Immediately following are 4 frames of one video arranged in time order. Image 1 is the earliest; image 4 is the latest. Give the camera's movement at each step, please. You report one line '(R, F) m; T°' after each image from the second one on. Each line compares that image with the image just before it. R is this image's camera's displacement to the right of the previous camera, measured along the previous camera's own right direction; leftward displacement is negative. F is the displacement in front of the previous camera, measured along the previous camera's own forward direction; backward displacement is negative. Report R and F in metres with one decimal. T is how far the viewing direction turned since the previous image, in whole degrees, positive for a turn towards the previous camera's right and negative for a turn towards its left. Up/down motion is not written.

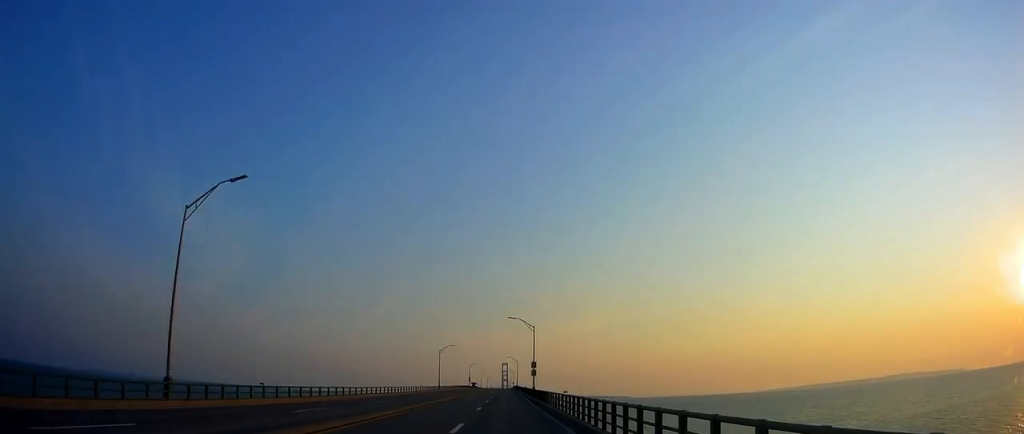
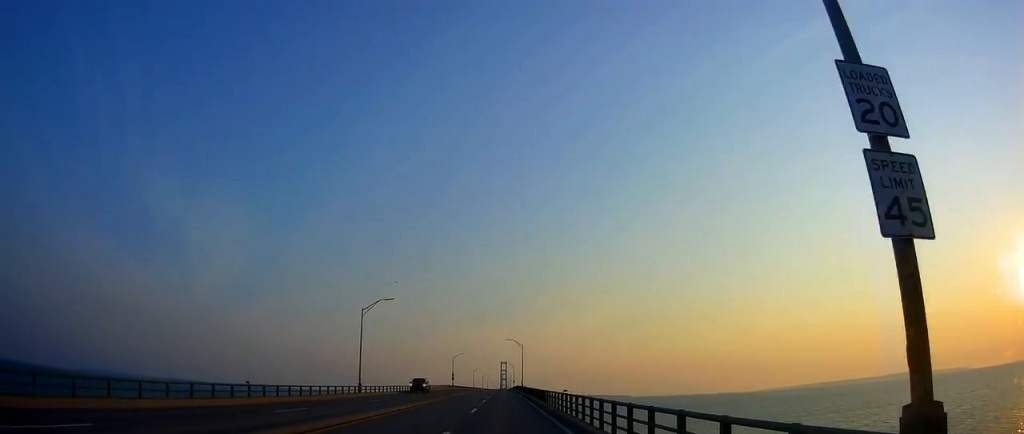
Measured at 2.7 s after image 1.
(-0.5, +64.1) m; 0°
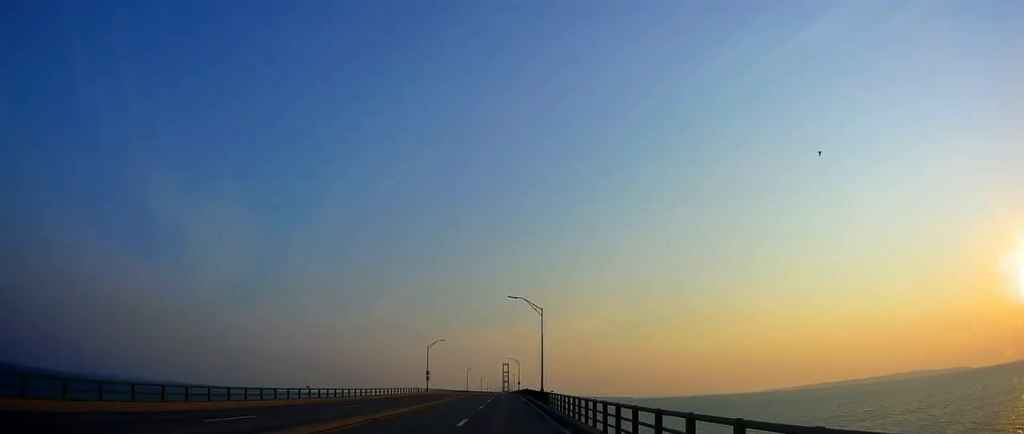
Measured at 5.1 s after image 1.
(-0.2, +52.2) m; 0°
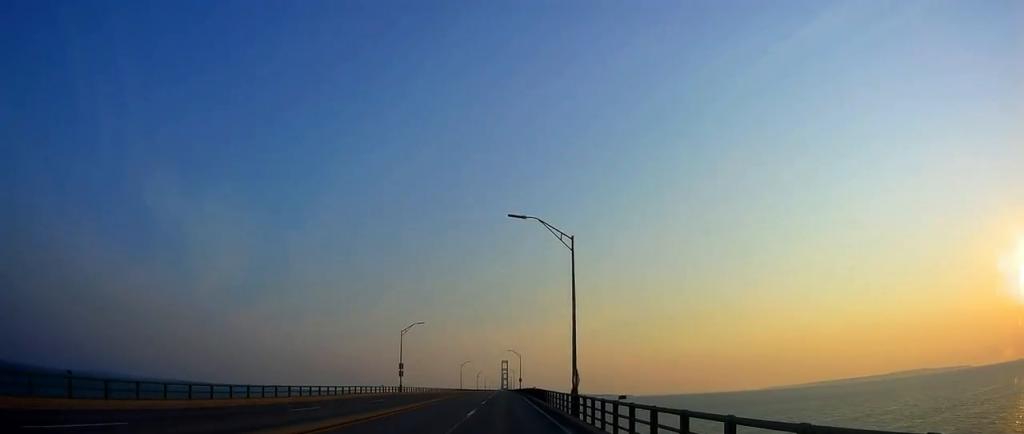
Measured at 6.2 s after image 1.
(+0.2, +24.6) m; 0°
